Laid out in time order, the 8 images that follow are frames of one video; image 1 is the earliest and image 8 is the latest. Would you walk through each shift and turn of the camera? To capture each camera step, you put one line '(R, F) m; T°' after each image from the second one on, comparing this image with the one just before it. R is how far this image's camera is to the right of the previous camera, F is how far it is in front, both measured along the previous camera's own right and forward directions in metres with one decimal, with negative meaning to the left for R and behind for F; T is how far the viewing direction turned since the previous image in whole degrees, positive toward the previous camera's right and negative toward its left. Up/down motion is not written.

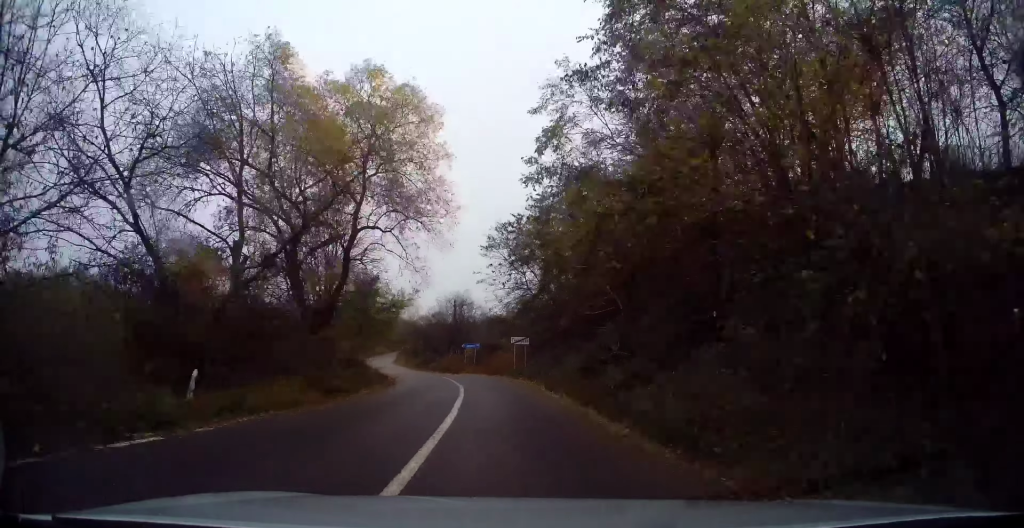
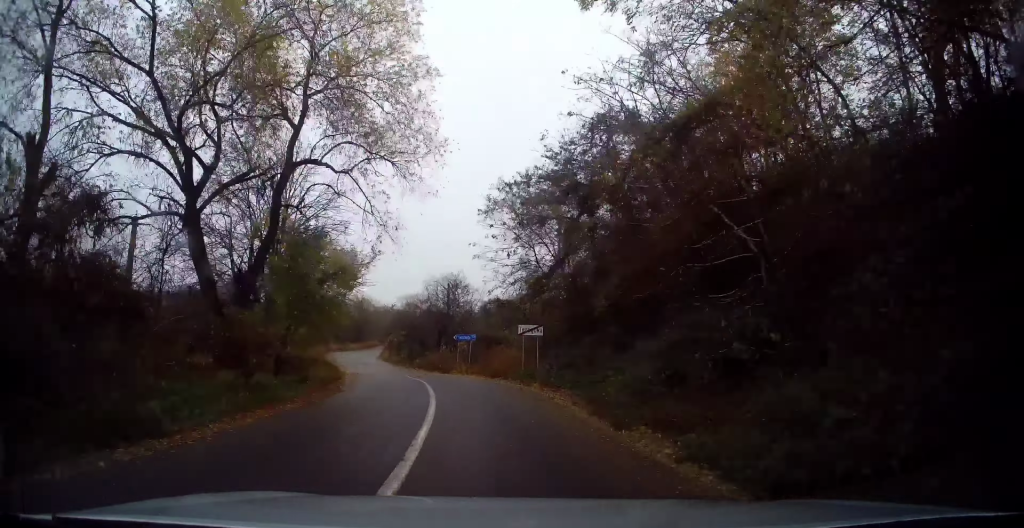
(-0.2, +9.6) m; -1°
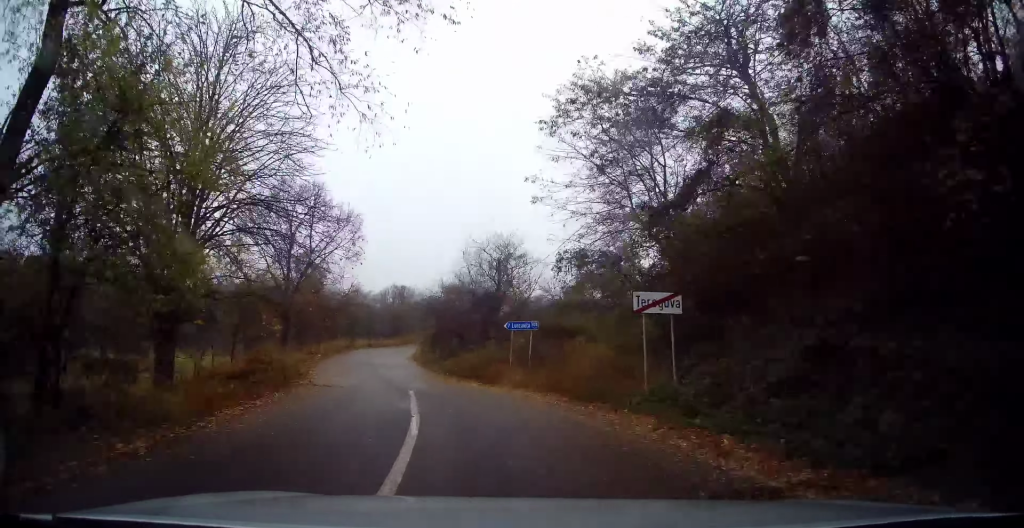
(0.0, +13.0) m; -3°
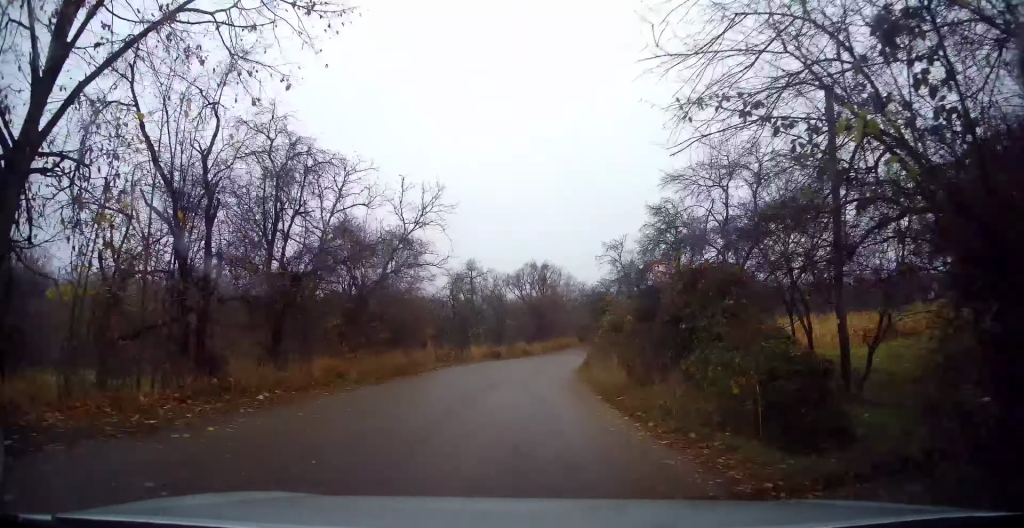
(-3.3, +28.0) m; -10°
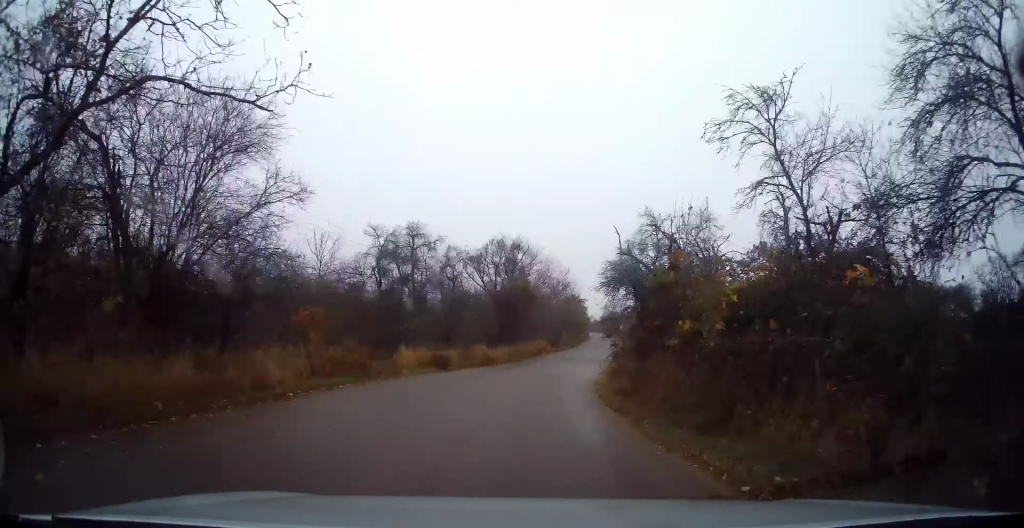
(+0.2, +14.1) m; +3°
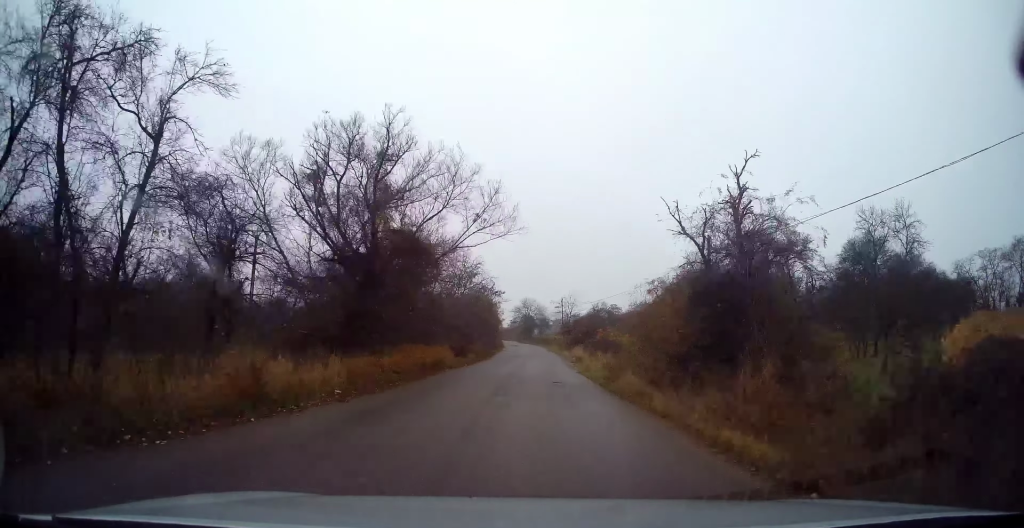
(+1.2, +21.7) m; +7°
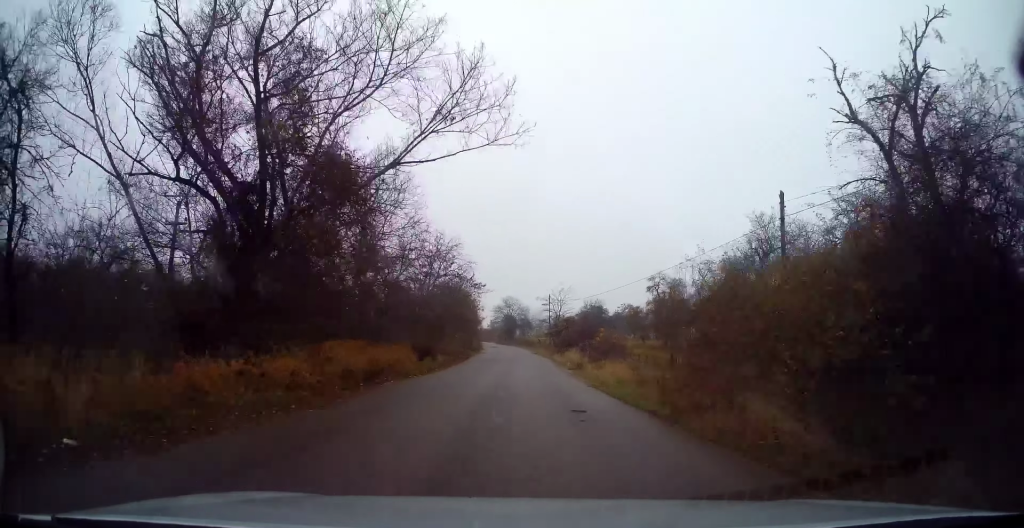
(+0.2, +8.2) m; +2°
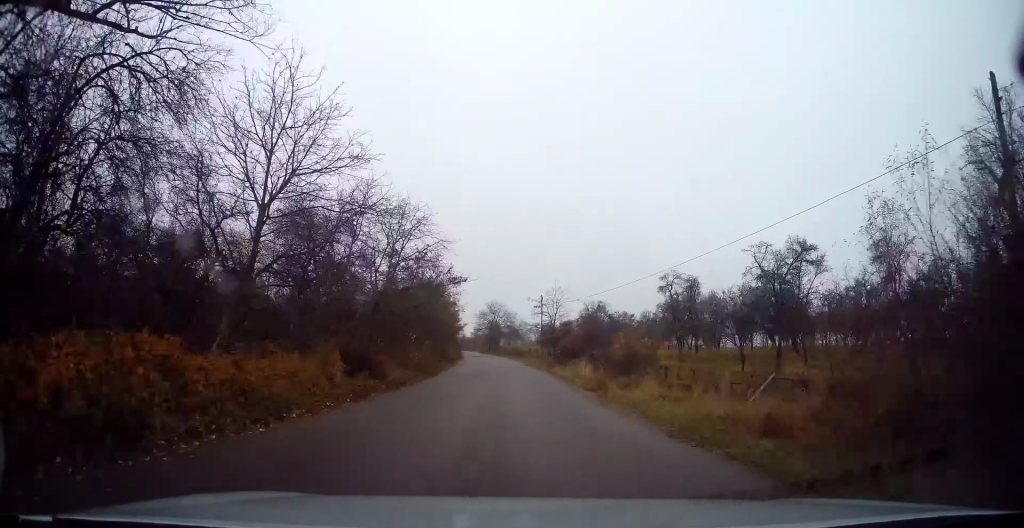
(+0.2, +9.8) m; +2°
